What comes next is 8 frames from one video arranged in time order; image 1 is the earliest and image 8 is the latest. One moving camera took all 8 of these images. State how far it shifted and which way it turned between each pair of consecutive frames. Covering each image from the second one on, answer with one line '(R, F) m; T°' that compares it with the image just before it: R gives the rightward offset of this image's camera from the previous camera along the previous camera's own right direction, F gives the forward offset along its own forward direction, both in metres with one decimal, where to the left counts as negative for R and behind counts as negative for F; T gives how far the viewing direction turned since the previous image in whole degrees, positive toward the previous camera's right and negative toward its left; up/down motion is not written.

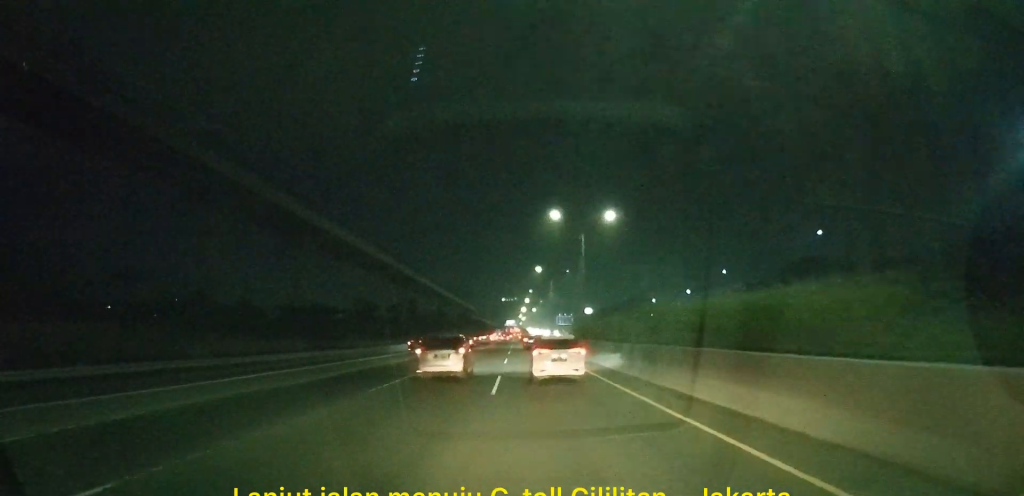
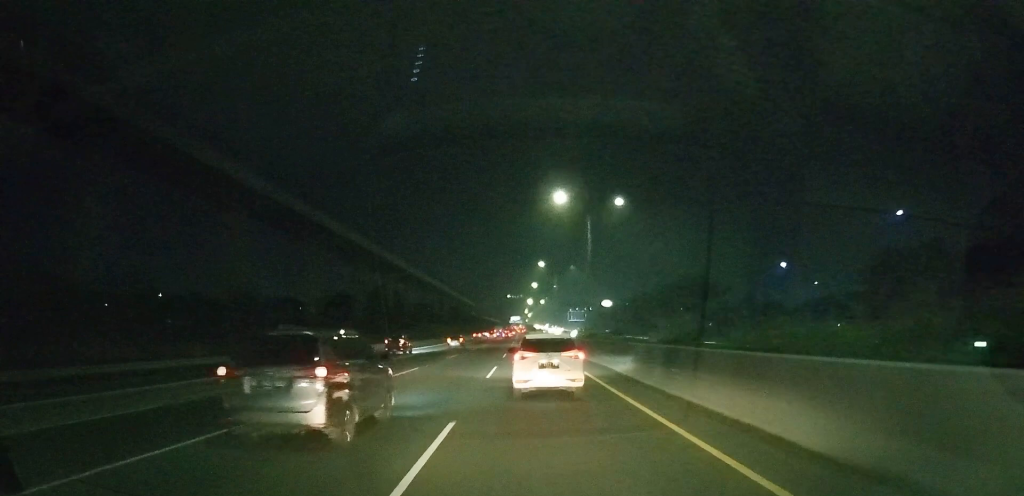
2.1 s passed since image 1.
(-0.5, +46.2) m; -2°
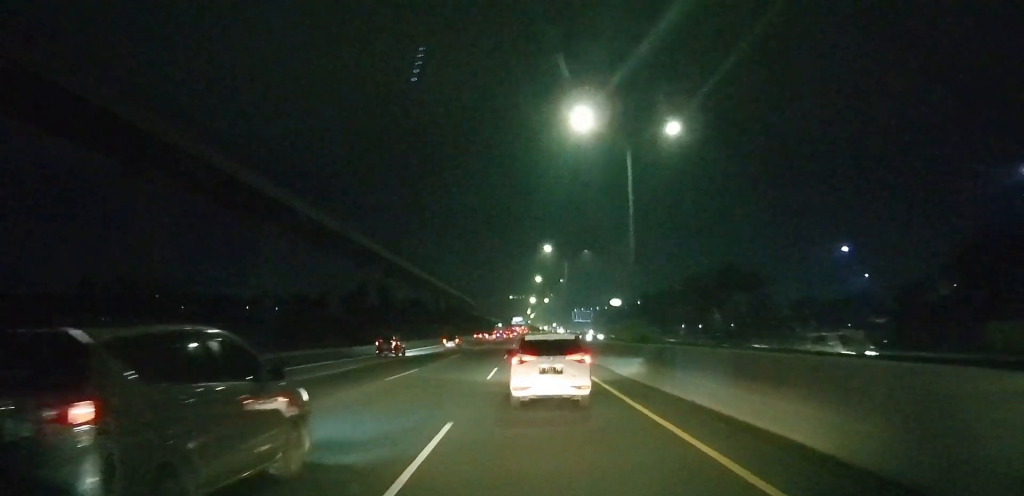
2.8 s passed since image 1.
(-0.1, +16.5) m; 0°
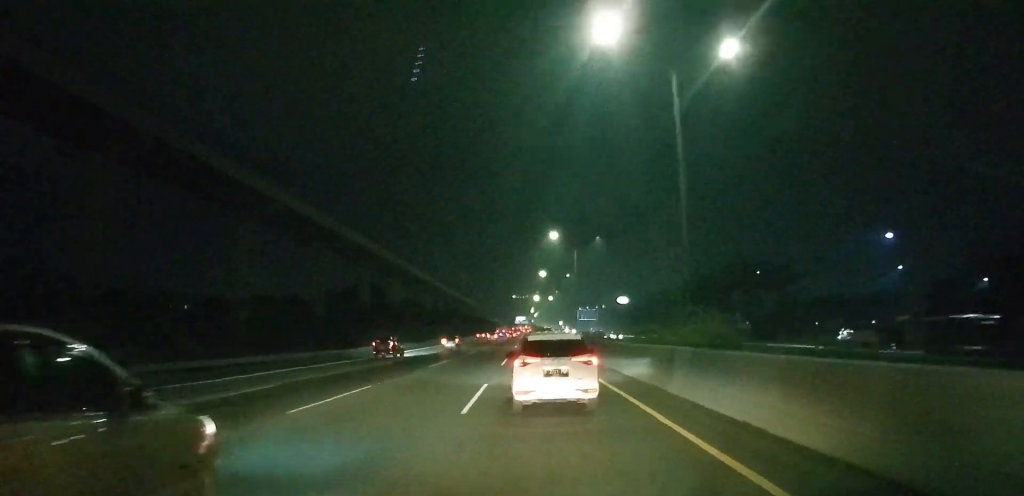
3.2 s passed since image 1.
(-0.1, +9.5) m; 0°
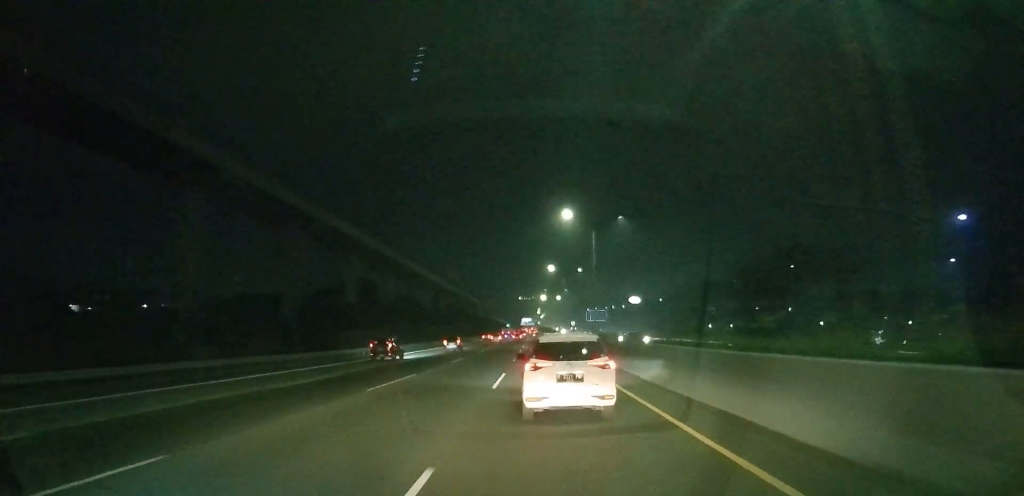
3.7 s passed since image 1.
(0.0, +12.9) m; 0°
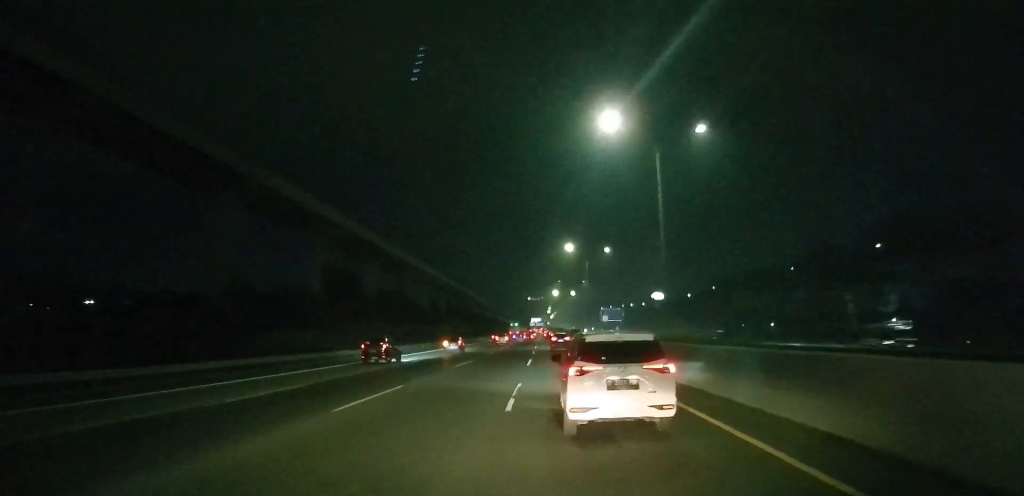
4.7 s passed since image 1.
(+0.1, +24.7) m; 0°
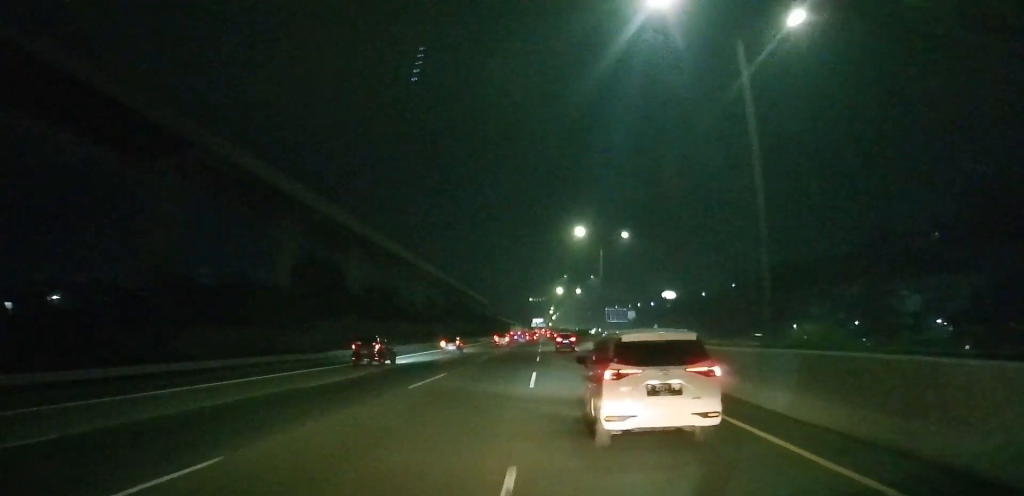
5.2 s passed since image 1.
(-0.1, +12.5) m; -1°
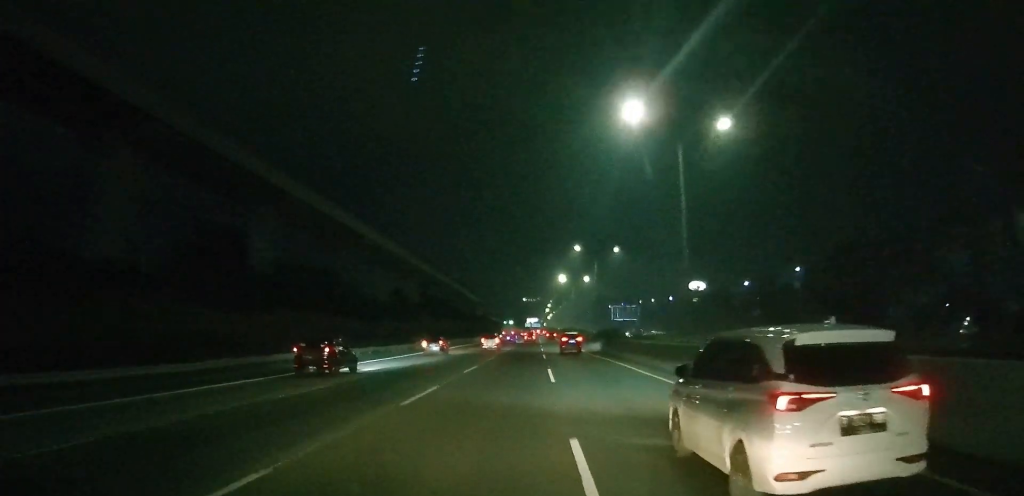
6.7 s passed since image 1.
(-0.4, +37.9) m; 0°
